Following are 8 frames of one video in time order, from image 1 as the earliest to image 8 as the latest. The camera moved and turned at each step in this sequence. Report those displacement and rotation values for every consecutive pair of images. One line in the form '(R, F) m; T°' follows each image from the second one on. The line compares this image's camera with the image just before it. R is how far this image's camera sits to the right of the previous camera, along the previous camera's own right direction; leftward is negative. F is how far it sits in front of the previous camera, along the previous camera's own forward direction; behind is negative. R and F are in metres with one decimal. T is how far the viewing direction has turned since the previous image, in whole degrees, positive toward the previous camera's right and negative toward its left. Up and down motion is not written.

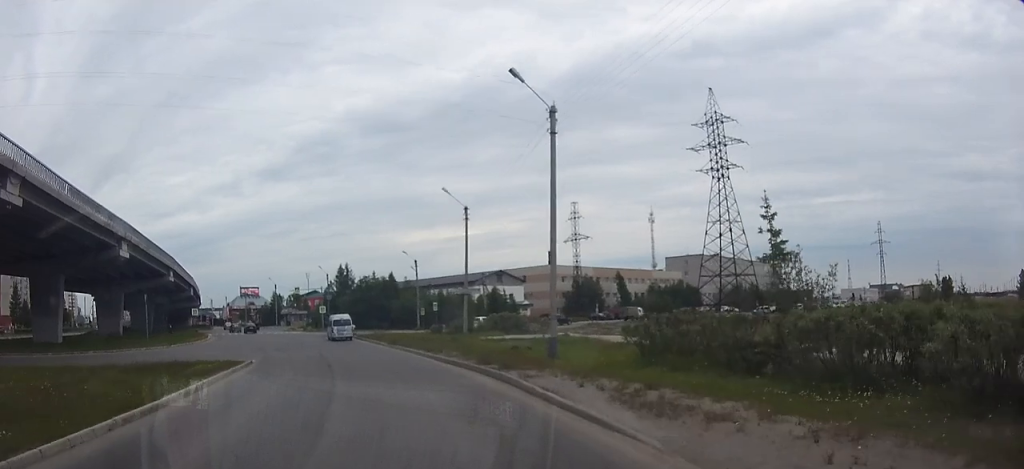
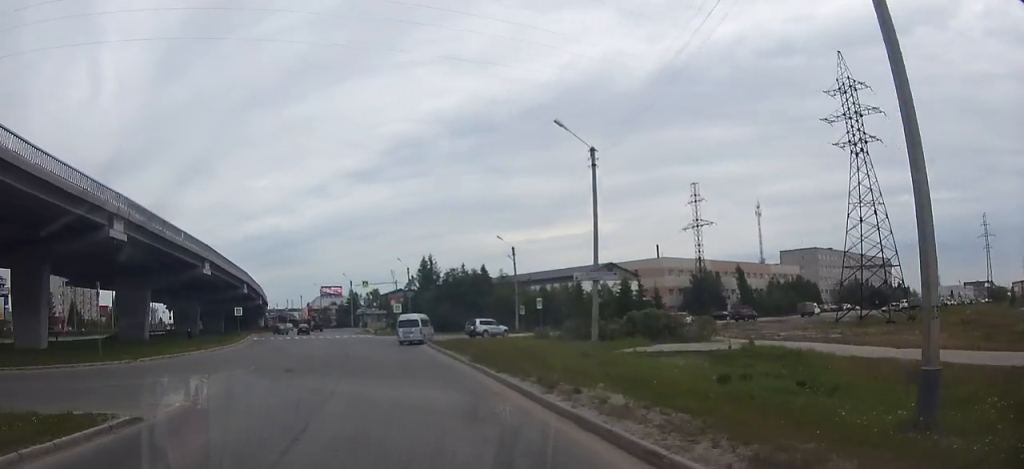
(-1.4, +18.0) m; -8°
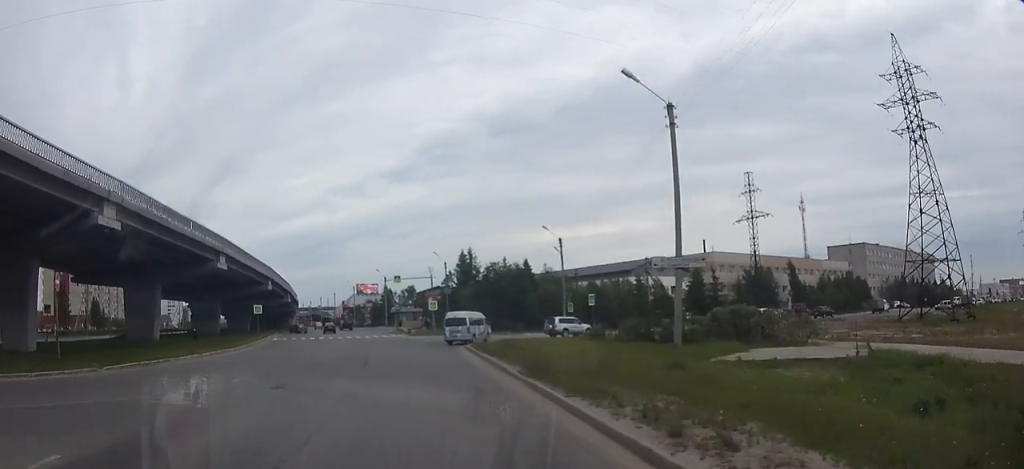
(-0.2, +6.6) m; -3°
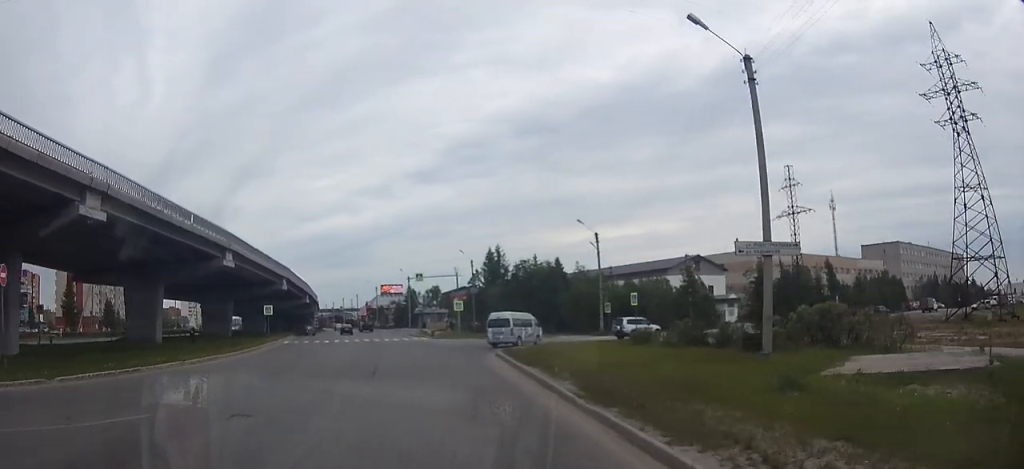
(-0.1, +5.1) m; -2°
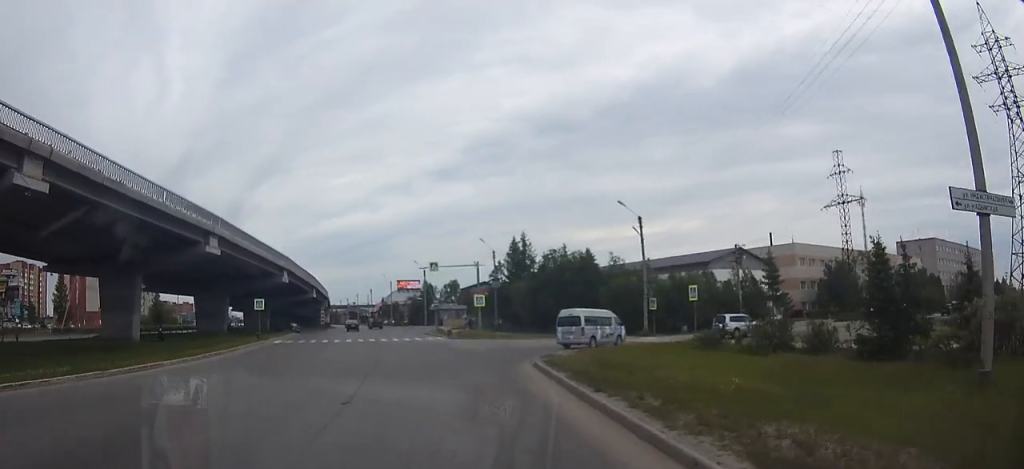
(-0.3, +8.1) m; -3°
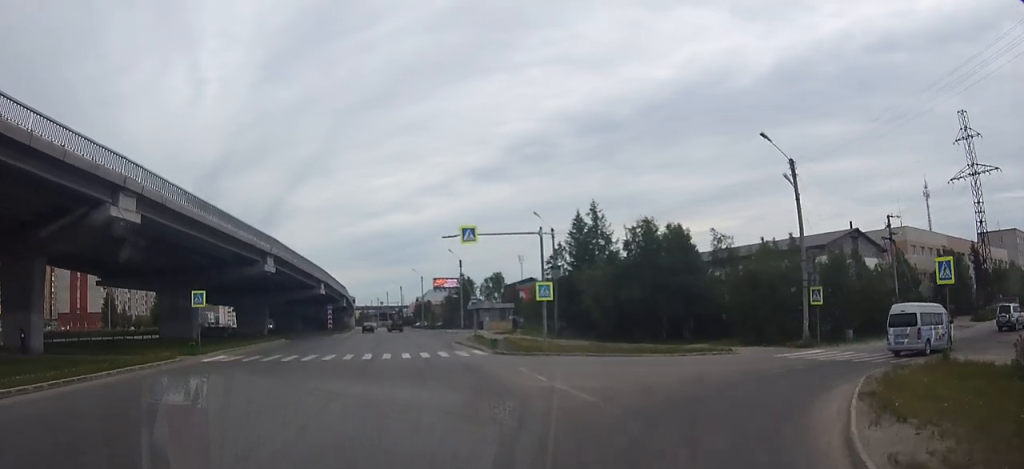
(-0.6, +19.0) m; -3°
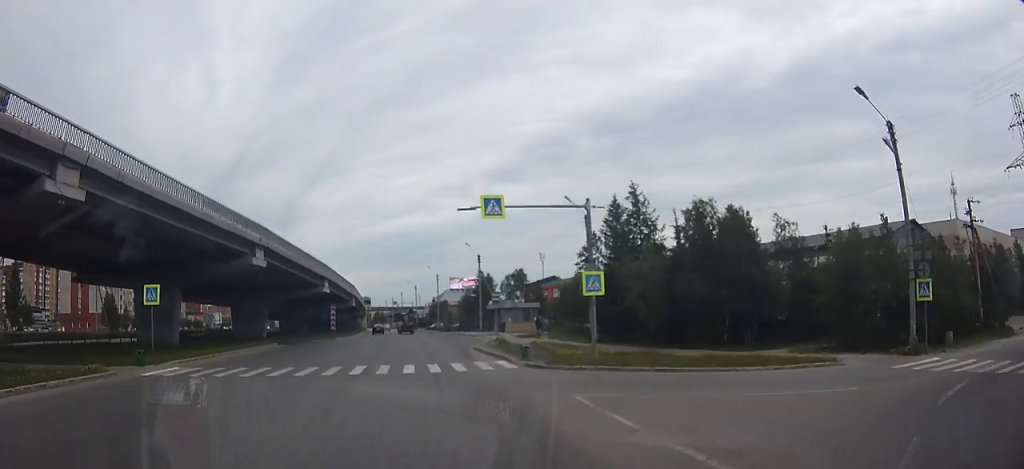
(-0.1, +6.5) m; -1°
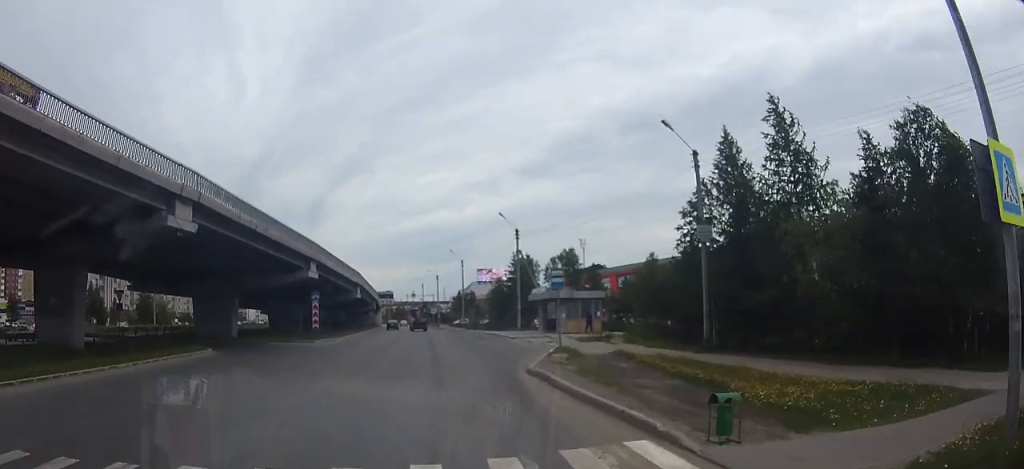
(-0.4, +16.3) m; -3°
